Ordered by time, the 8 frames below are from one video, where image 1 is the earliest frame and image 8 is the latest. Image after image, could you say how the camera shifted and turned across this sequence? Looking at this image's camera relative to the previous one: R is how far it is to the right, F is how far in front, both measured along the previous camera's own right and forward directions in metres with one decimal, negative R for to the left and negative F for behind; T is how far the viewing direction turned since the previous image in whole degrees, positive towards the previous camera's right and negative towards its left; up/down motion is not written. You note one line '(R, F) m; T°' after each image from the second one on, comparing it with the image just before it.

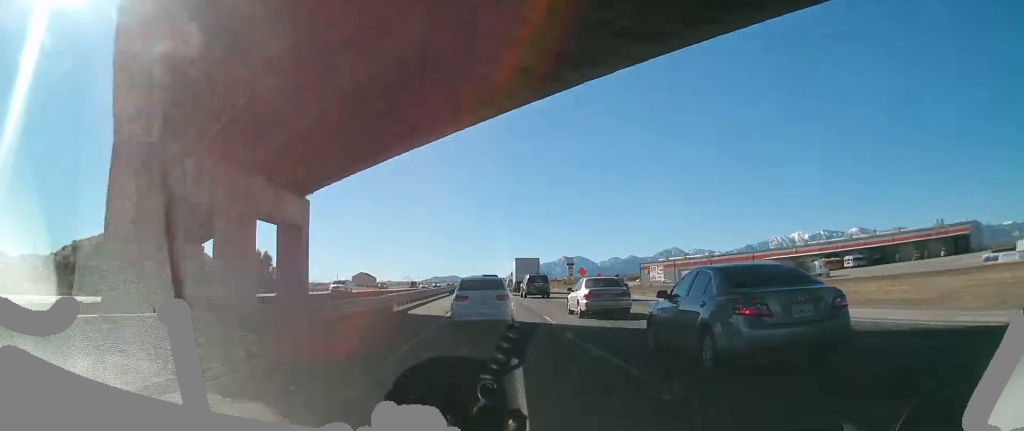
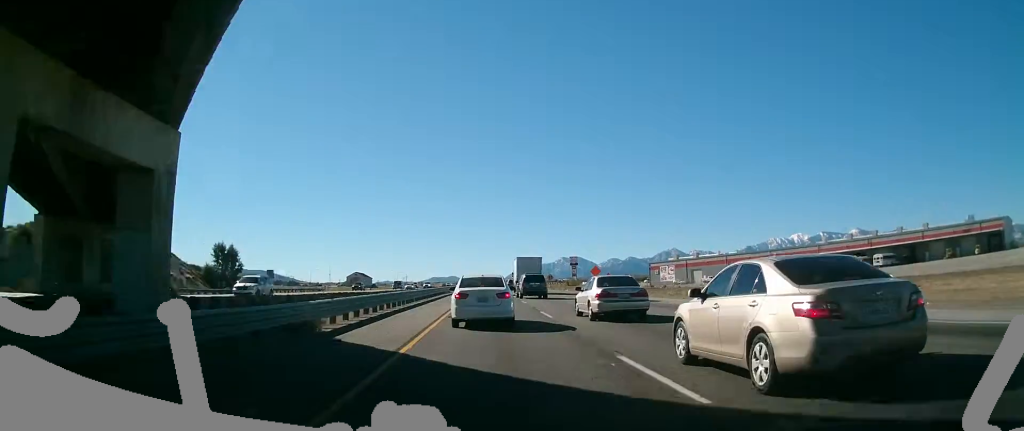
(-0.1, +13.3) m; 0°
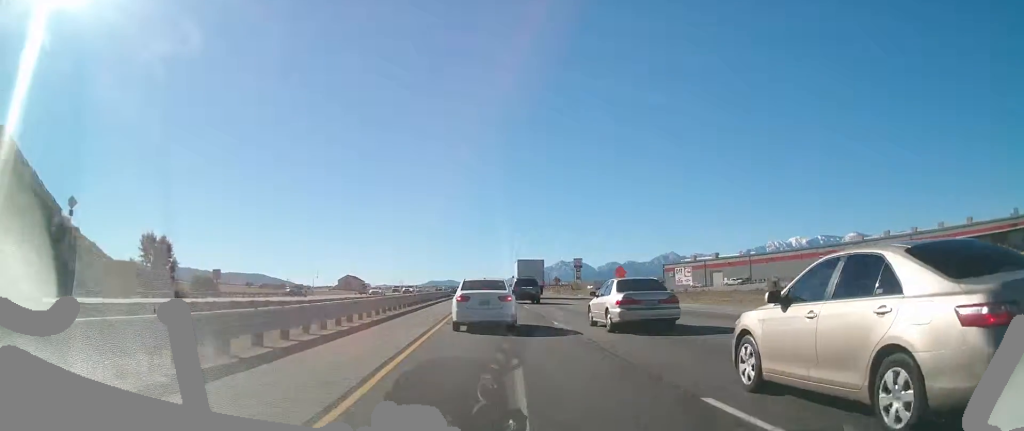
(0.0, +18.5) m; 0°
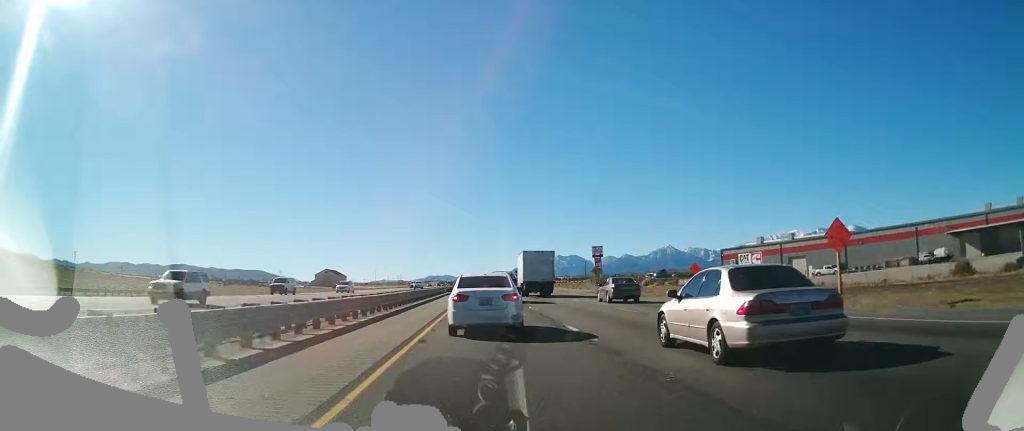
(+0.2, +48.7) m; 0°
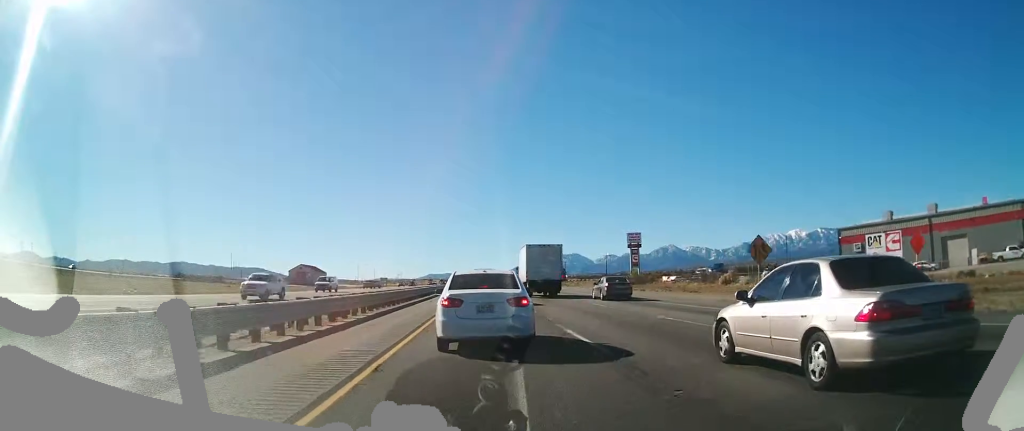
(-0.3, +51.5) m; 0°
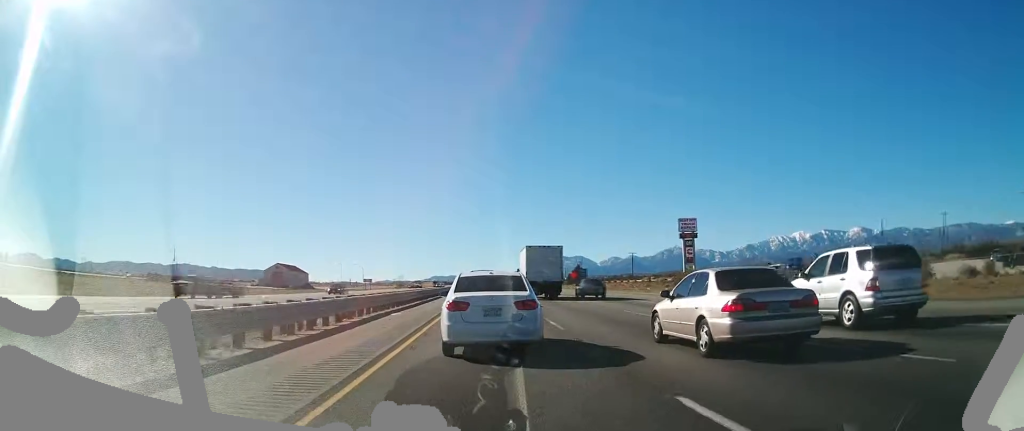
(+0.2, +43.0) m; 0°
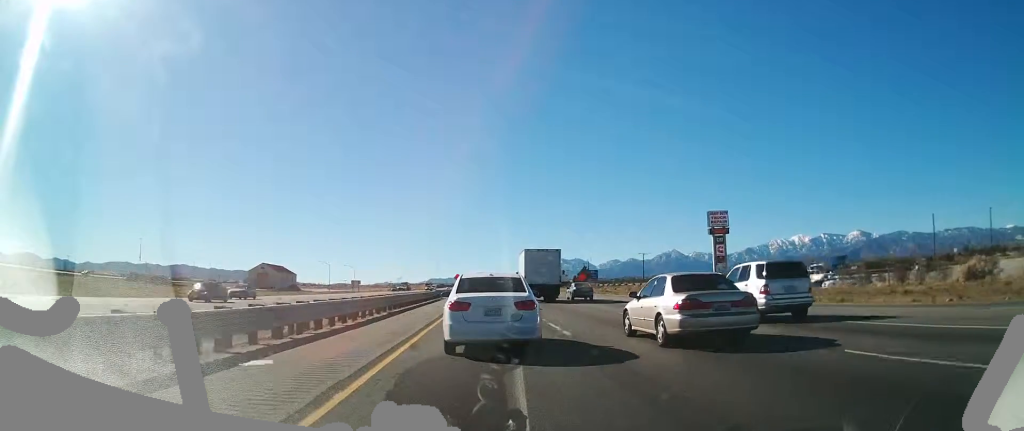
(-0.1, +17.0) m; 0°
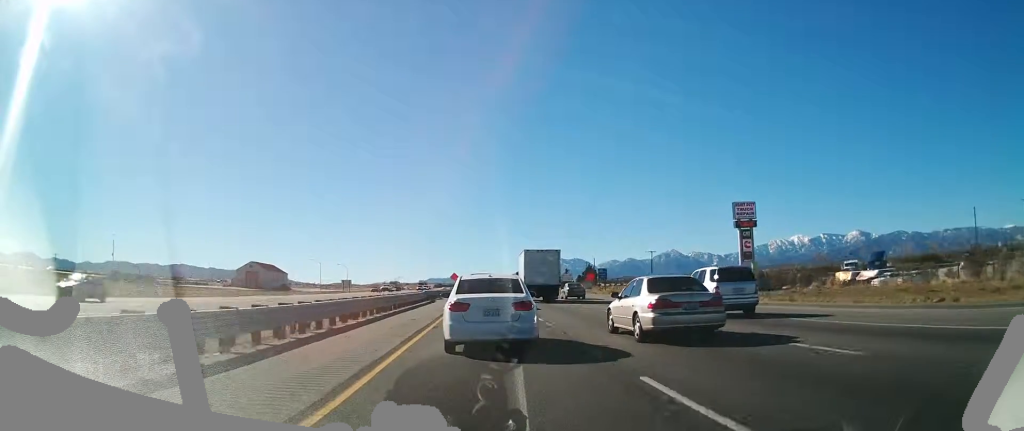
(-0.1, +11.4) m; 0°
